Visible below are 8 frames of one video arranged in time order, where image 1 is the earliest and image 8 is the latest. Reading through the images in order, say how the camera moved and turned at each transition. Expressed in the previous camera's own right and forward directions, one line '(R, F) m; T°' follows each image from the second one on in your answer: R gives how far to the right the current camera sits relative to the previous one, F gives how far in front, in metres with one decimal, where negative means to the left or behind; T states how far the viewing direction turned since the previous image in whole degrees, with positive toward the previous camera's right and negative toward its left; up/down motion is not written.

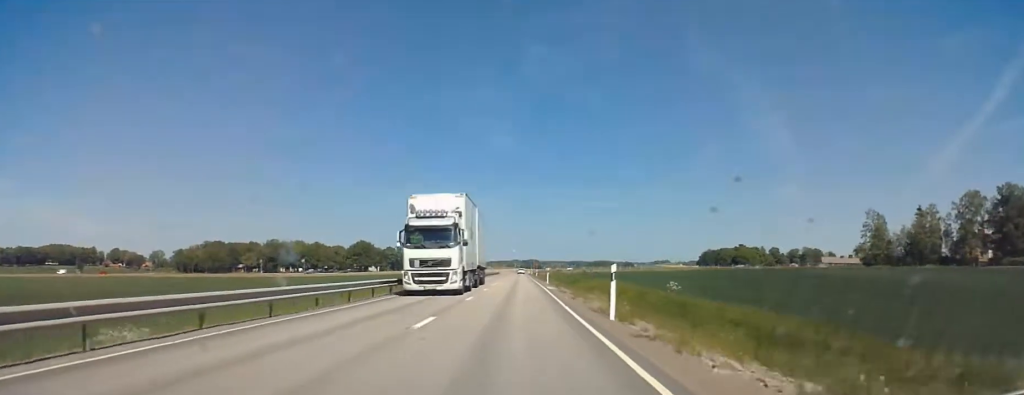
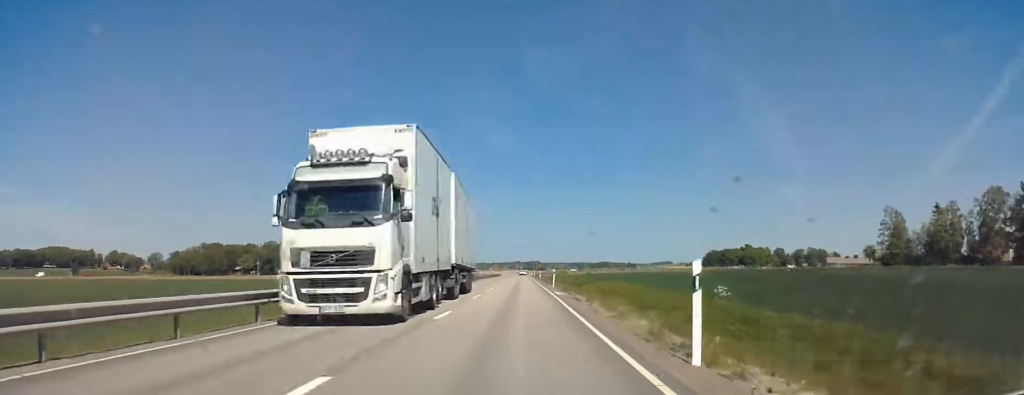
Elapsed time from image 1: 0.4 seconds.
(-0.1, +9.9) m; 0°
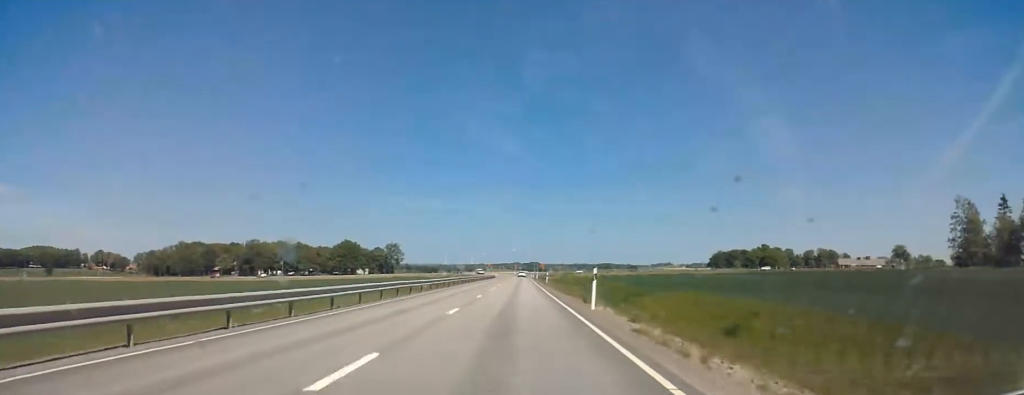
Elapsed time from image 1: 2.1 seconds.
(+0.1, +38.7) m; 0°
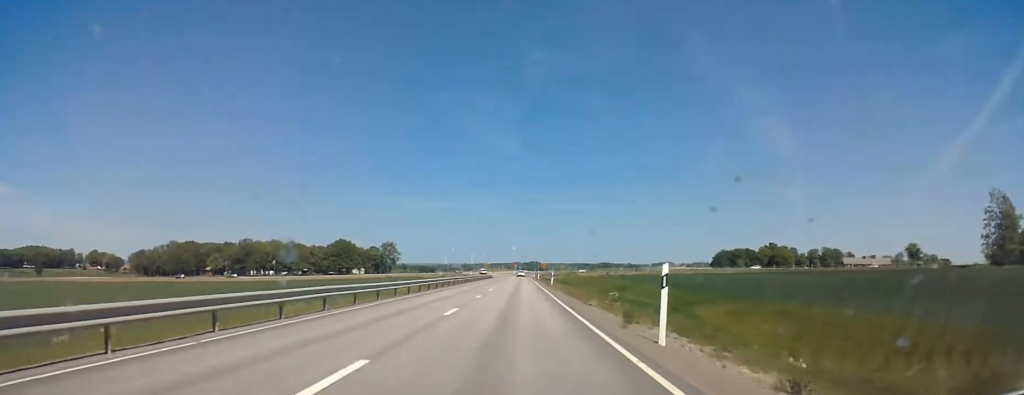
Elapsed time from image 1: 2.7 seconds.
(0.0, +15.4) m; 0°
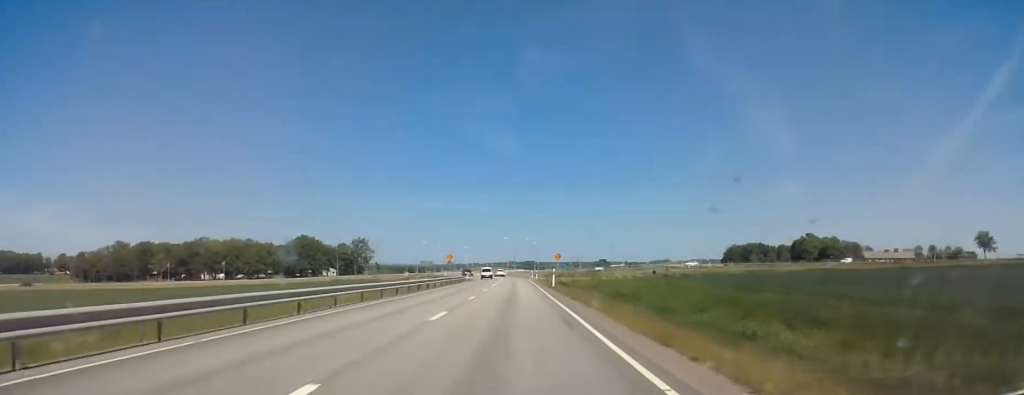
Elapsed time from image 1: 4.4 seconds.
(+0.1, +39.3) m; 0°
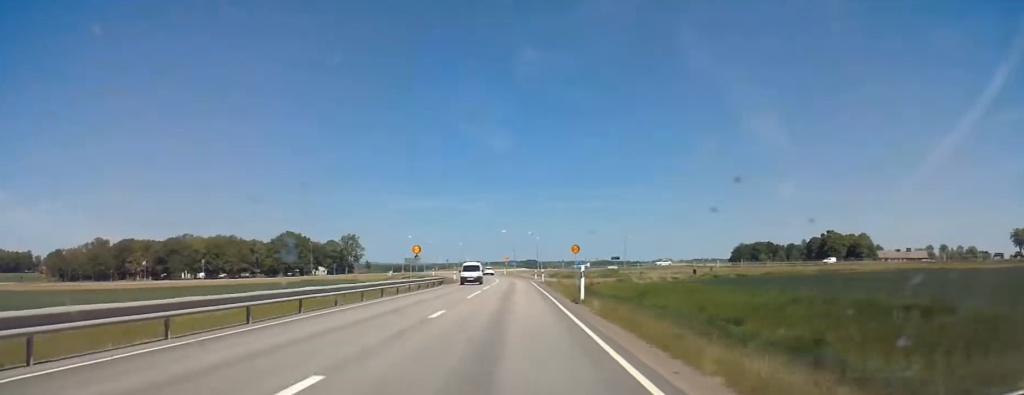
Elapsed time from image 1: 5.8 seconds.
(-0.1, +27.0) m; 0°
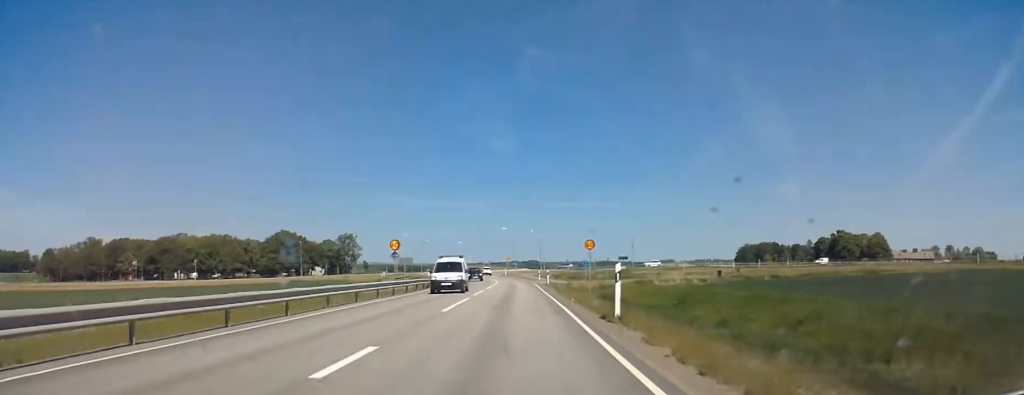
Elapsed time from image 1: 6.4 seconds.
(-0.1, +10.5) m; 0°
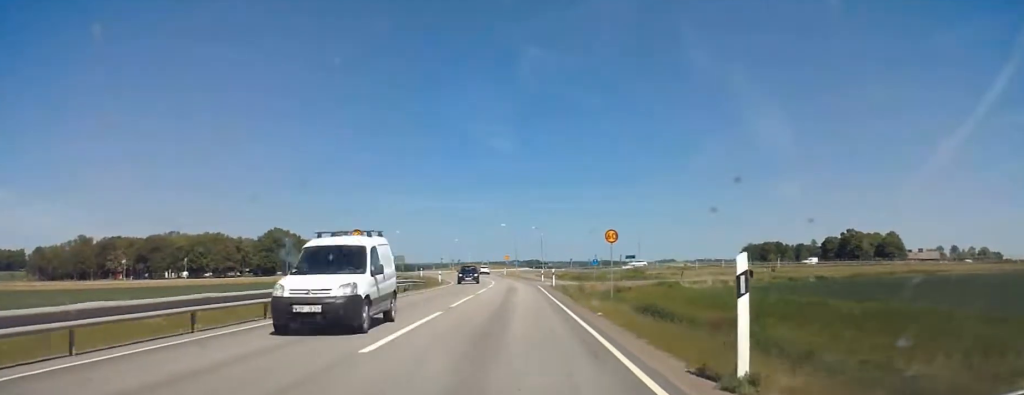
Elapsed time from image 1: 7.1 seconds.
(+0.1, +10.7) m; 0°
